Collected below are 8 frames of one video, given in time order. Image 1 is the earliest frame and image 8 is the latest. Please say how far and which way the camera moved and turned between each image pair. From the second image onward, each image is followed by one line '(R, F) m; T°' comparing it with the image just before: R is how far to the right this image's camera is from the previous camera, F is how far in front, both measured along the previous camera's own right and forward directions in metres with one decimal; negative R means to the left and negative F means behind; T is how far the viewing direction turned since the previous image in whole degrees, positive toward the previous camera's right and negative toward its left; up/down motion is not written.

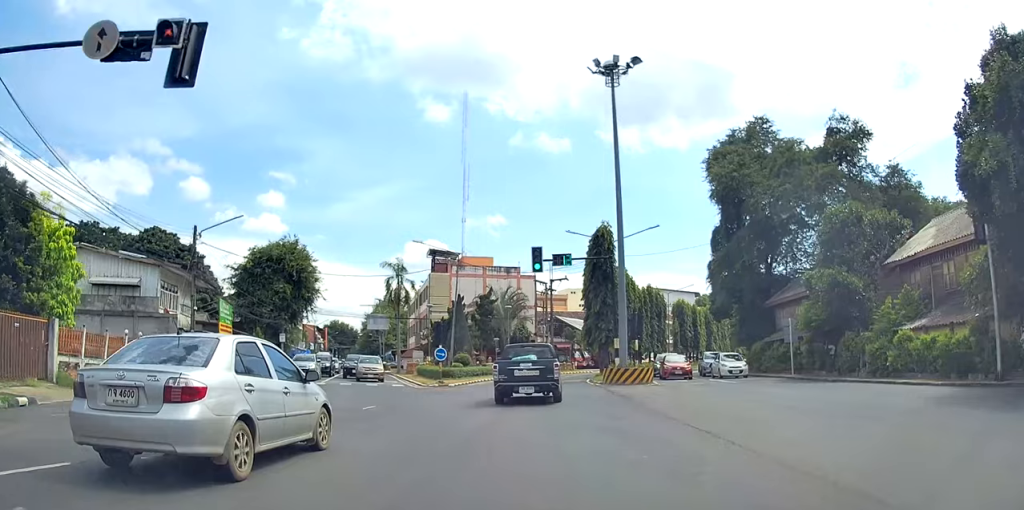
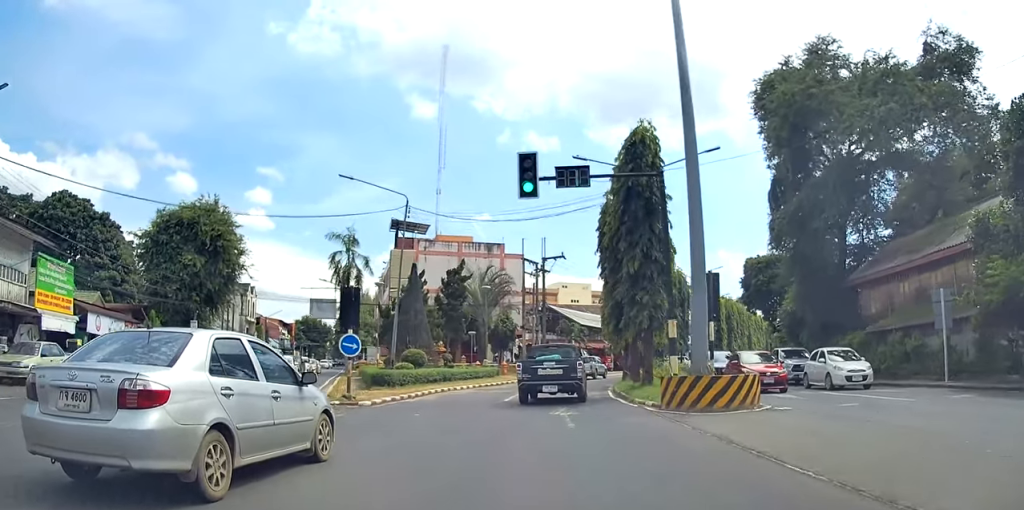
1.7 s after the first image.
(-0.1, +16.5) m; +4°
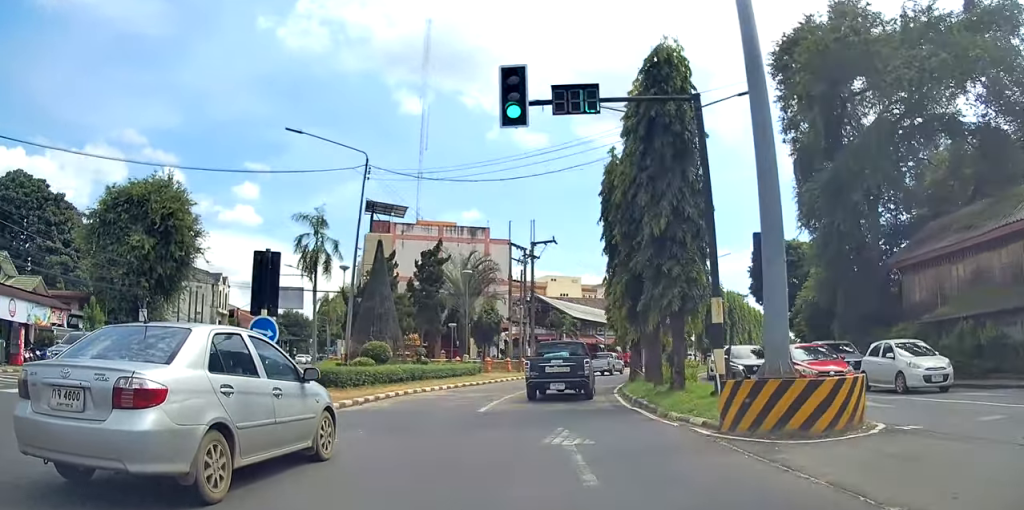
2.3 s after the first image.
(+0.2, +5.6) m; +3°
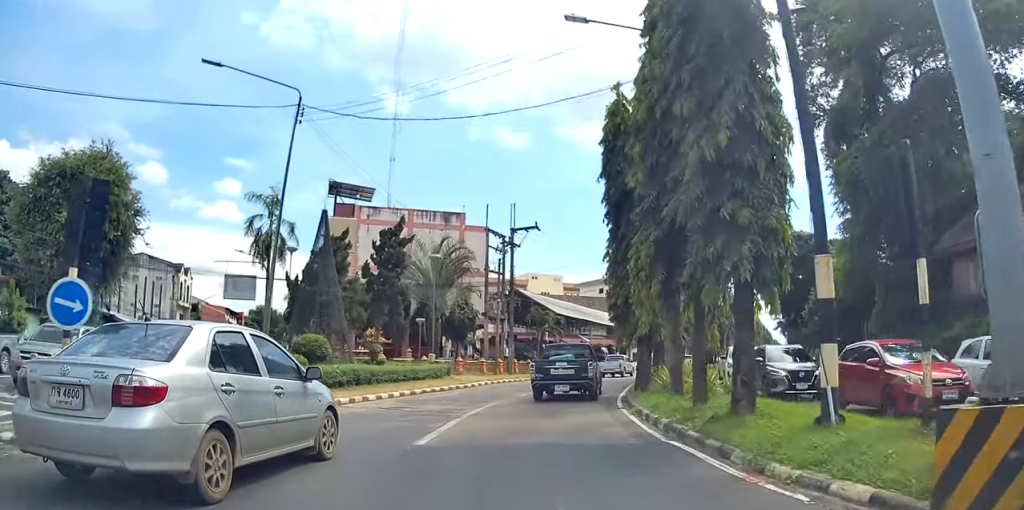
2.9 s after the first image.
(+0.1, +5.7) m; +1°
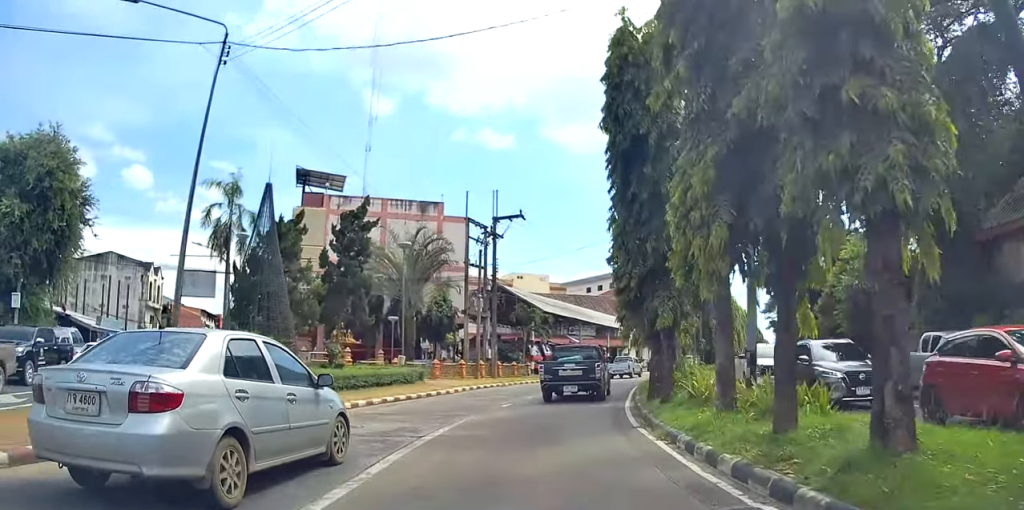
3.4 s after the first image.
(0.0, +4.4) m; +1°
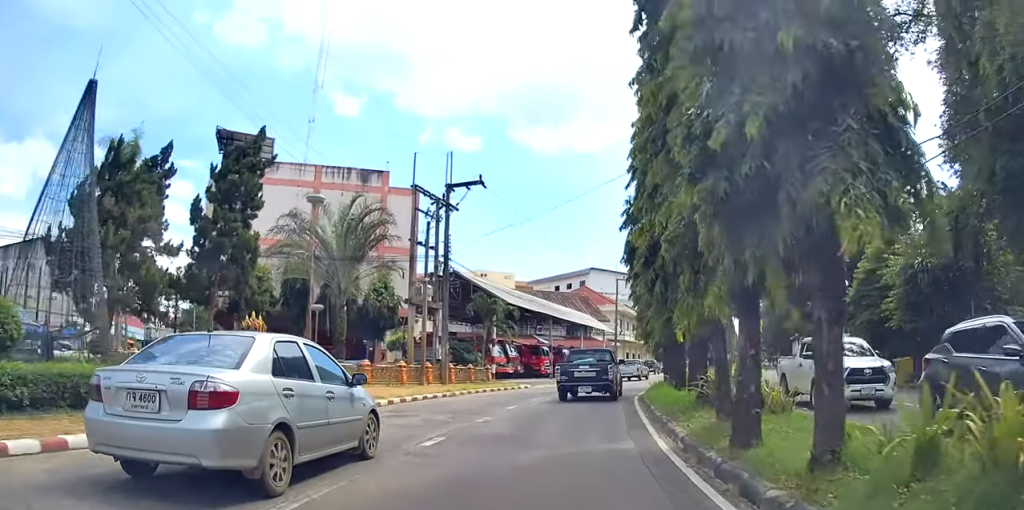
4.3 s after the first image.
(+0.1, +8.2) m; +3°
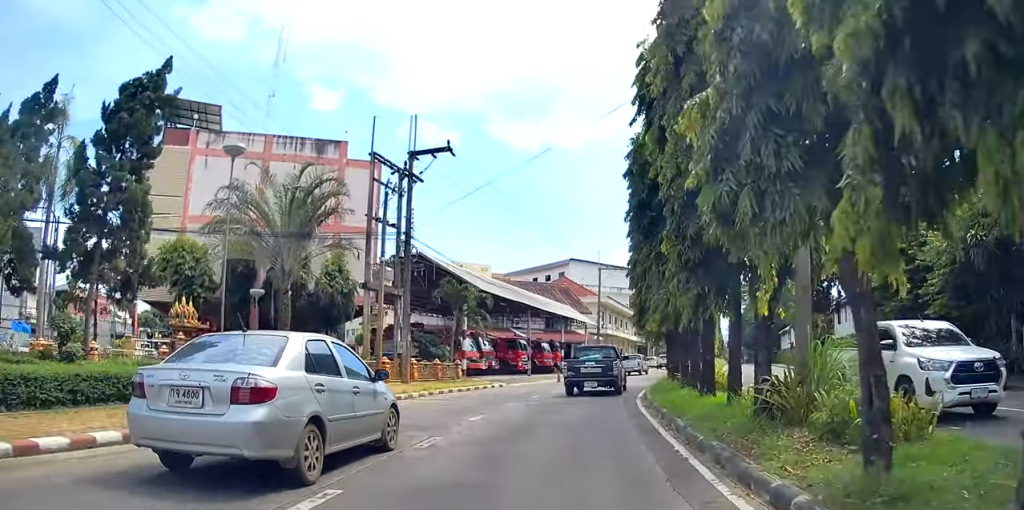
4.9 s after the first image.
(0.0, +4.9) m; +3°
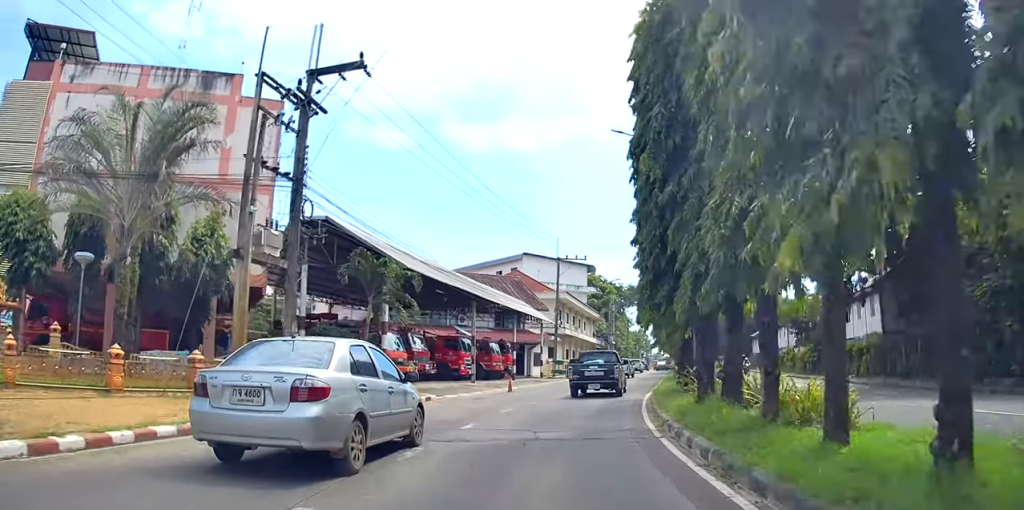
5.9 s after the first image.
(+0.6, +9.0) m; +6°
